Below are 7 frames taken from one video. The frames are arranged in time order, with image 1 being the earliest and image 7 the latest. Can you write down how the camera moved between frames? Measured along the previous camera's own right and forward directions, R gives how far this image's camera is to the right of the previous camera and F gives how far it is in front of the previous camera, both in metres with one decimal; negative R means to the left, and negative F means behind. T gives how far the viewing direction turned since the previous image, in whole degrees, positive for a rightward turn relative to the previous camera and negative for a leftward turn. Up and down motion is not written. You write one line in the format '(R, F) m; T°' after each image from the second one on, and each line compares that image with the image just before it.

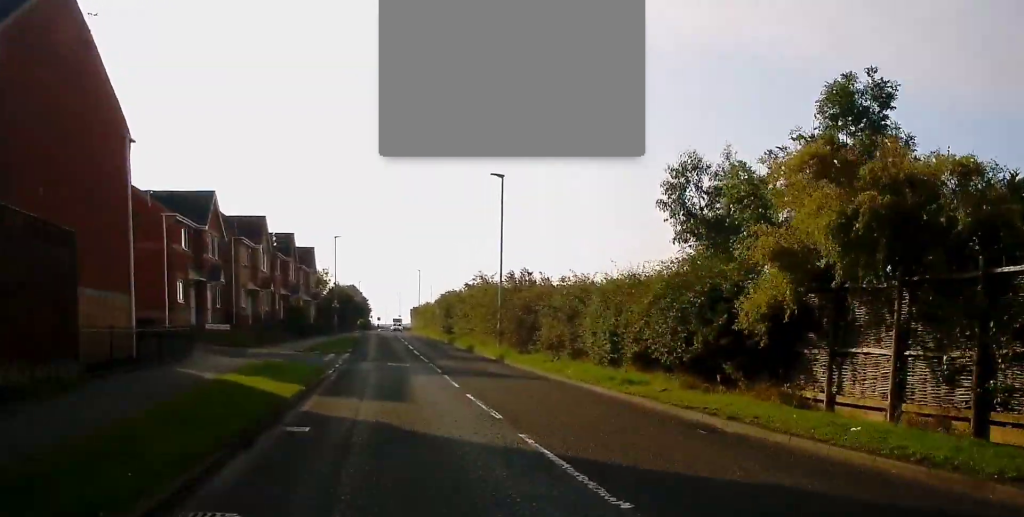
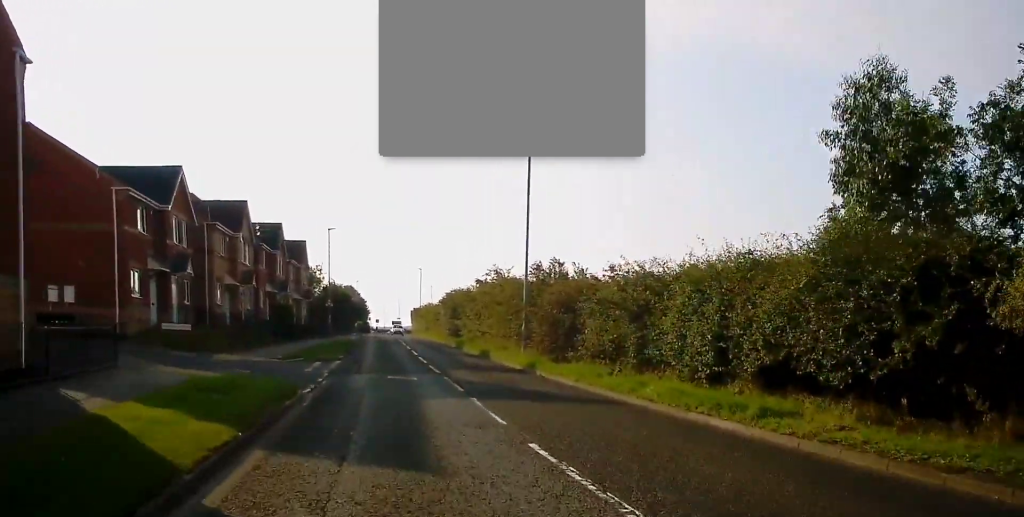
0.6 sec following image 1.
(0.0, +6.7) m; 0°
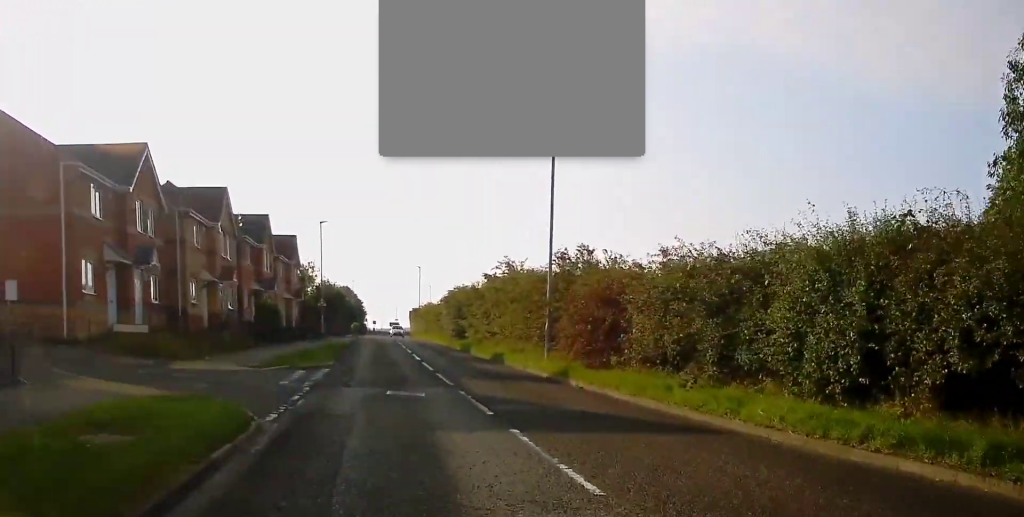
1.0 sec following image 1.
(-0.2, +4.9) m; +1°
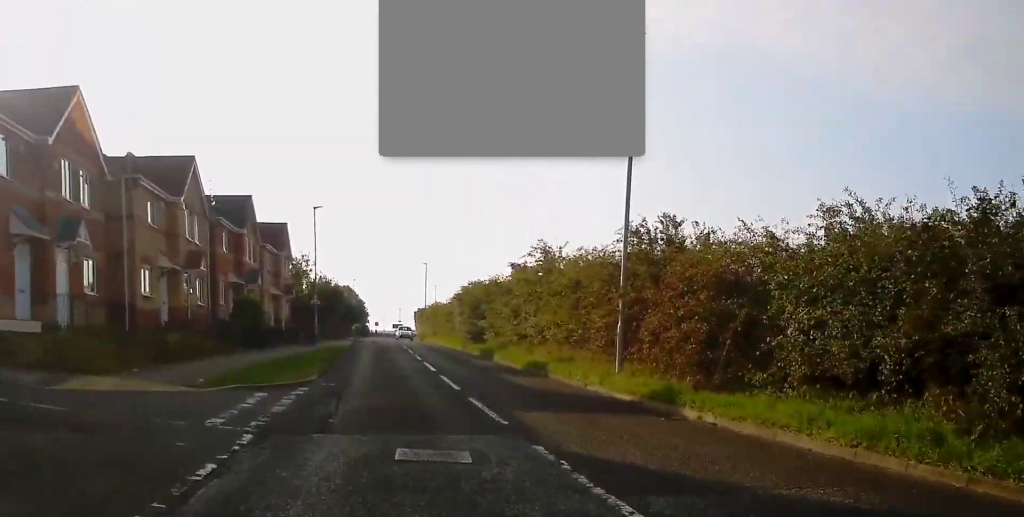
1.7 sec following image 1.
(+0.1, +7.5) m; 0°
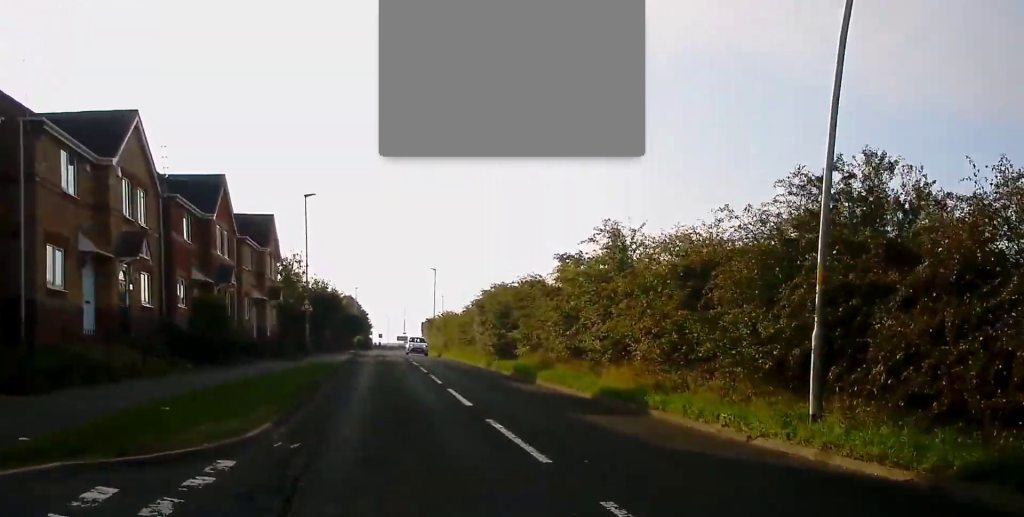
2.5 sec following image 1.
(+0.3, +8.3) m; 0°
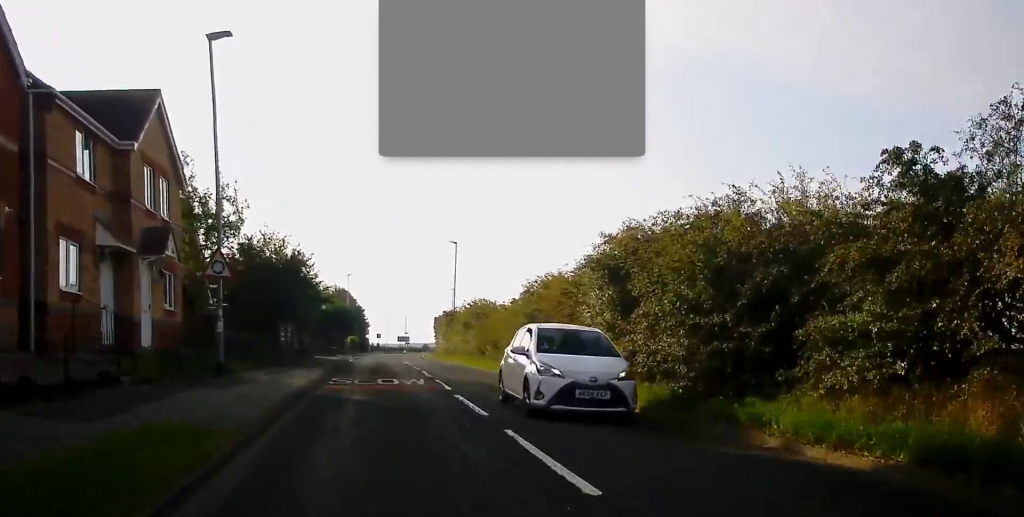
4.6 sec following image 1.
(-0.3, +22.7) m; 0°
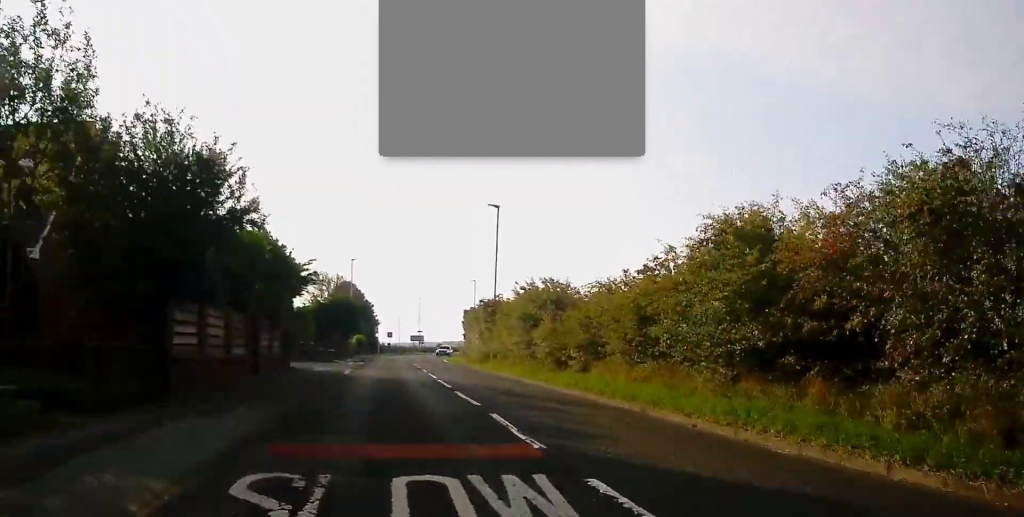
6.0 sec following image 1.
(0.0, +15.8) m; -1°
